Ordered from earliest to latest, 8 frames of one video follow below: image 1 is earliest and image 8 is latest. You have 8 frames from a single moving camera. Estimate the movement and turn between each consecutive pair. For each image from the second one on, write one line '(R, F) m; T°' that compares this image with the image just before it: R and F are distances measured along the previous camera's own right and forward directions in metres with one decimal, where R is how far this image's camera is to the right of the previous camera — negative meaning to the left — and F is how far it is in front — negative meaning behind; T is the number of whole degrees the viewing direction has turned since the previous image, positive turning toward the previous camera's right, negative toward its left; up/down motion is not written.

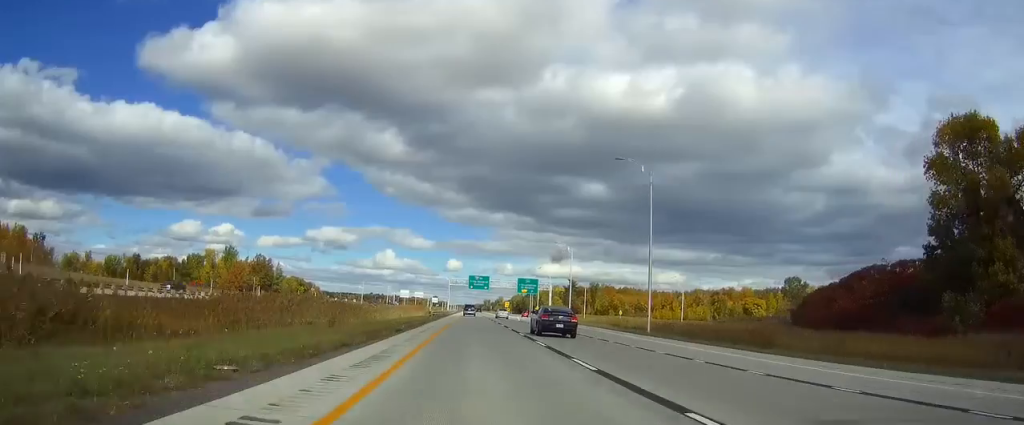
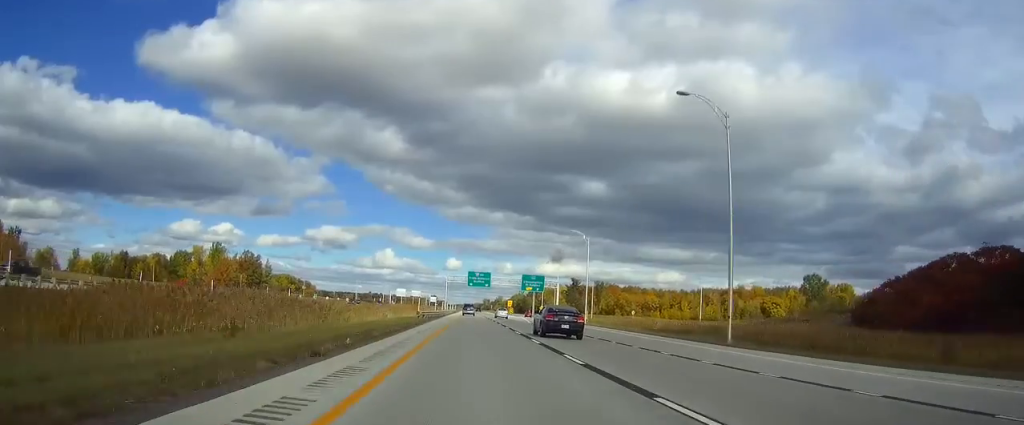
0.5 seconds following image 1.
(0.0, +16.4) m; 0°
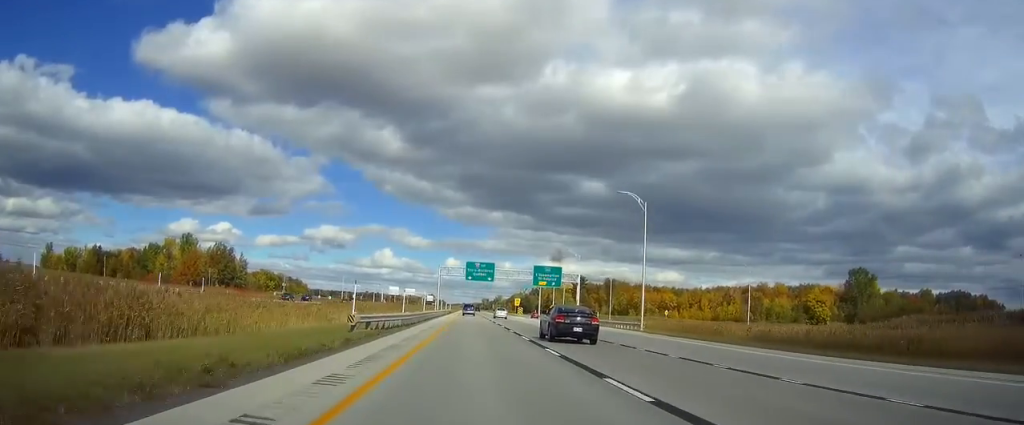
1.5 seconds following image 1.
(0.0, +32.9) m; 0°
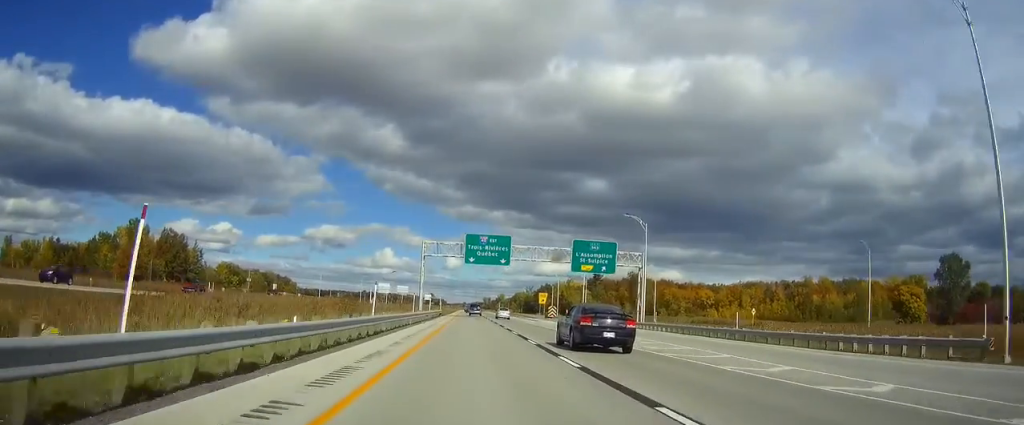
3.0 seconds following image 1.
(+0.1, +48.3) m; 0°
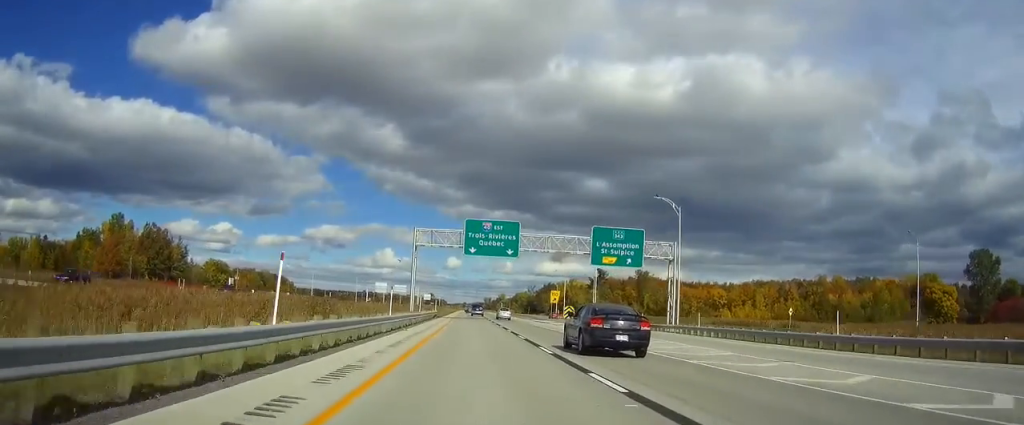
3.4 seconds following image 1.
(+0.1, +13.2) m; 0°
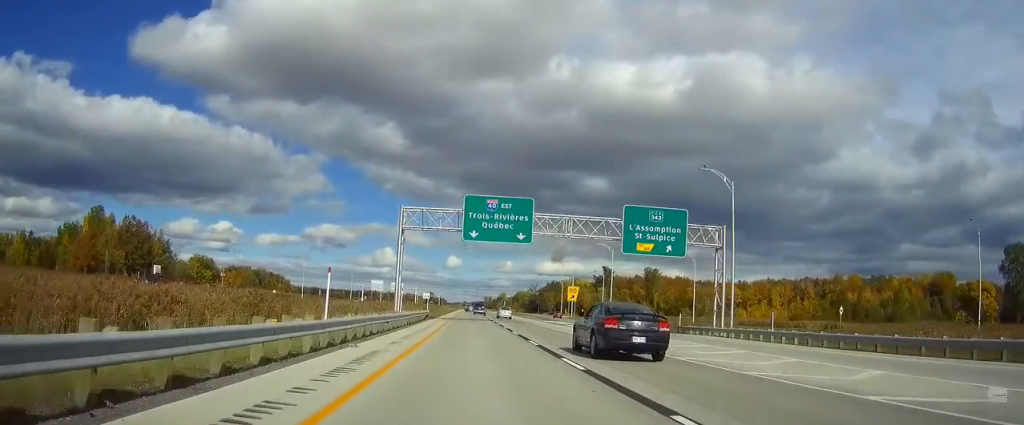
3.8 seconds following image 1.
(0.0, +14.3) m; 0°
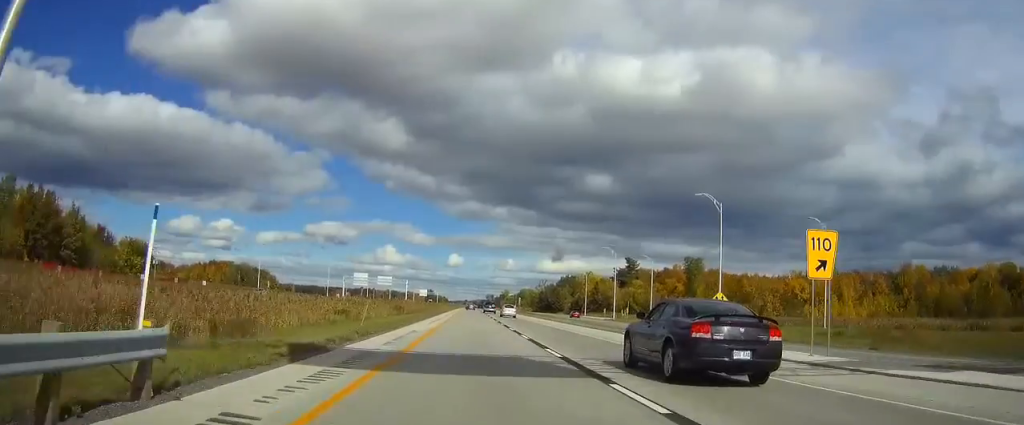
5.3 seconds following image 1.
(-0.2, +50.5) m; 0°
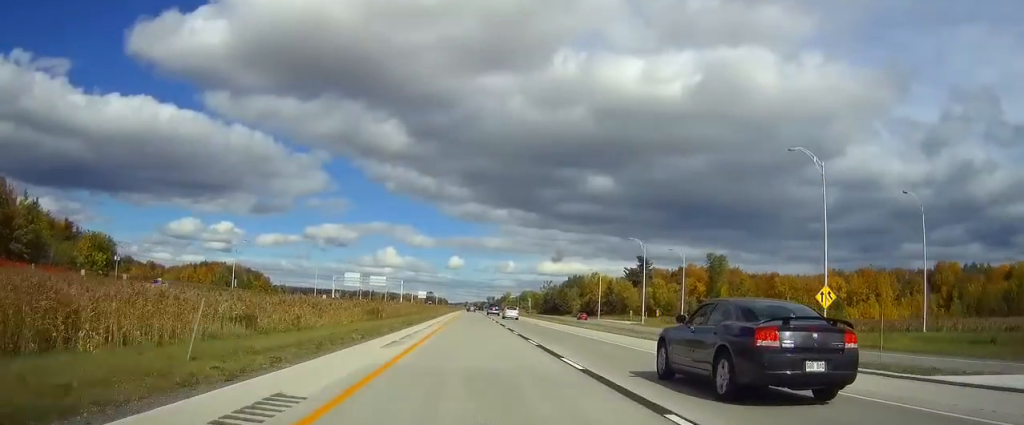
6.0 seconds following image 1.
(0.0, +20.9) m; 0°
